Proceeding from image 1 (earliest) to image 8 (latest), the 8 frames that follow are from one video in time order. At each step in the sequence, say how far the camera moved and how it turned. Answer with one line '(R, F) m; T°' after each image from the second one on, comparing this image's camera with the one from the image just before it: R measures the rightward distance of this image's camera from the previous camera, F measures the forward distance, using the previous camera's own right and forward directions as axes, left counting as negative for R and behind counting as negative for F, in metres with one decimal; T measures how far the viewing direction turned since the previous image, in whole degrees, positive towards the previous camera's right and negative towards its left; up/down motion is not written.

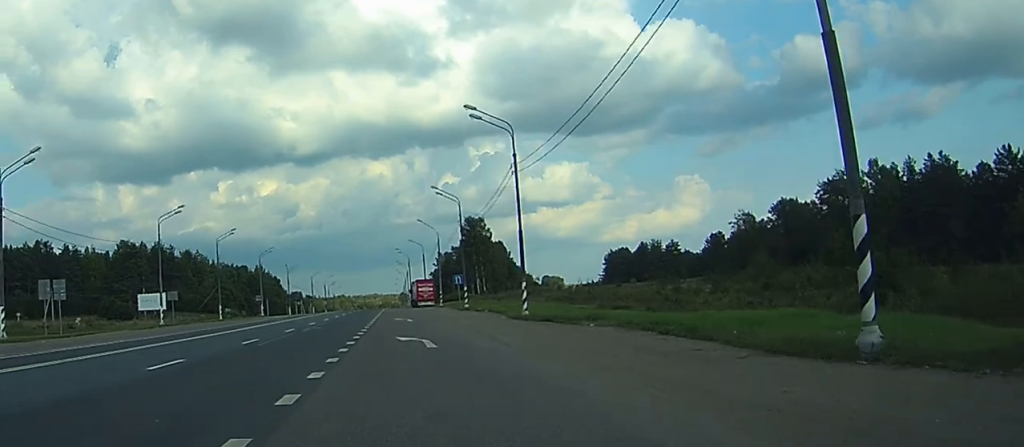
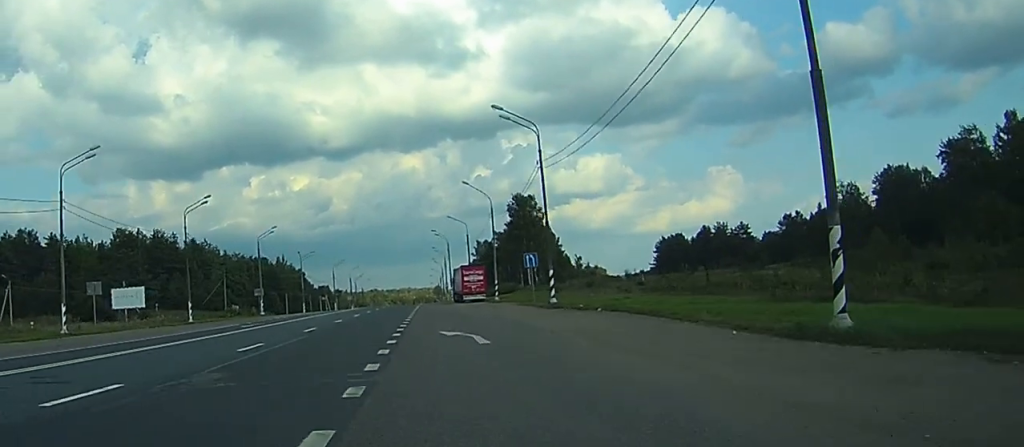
(-0.3, +32.8) m; -2°
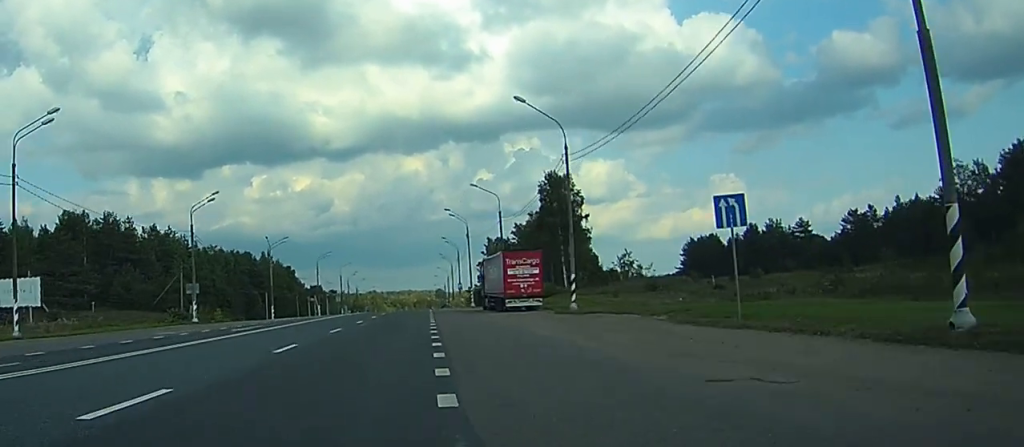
(-0.4, +38.0) m; -1°
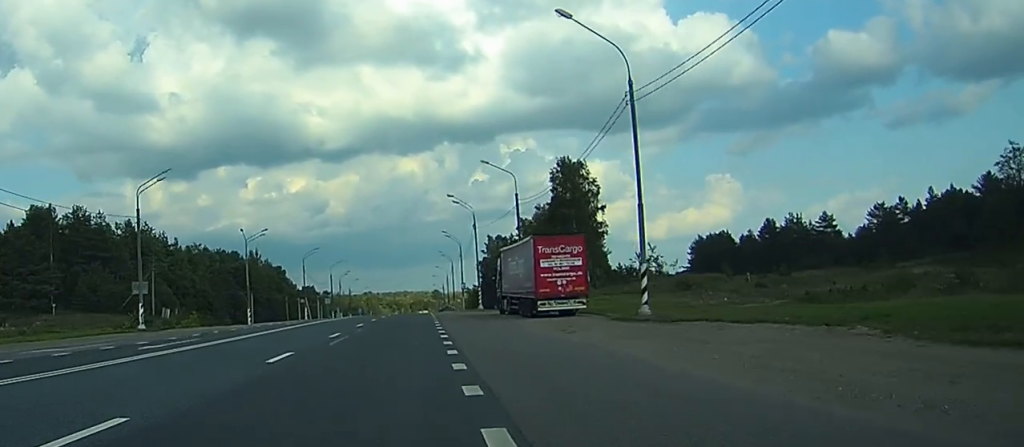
(-0.2, +15.0) m; -1°
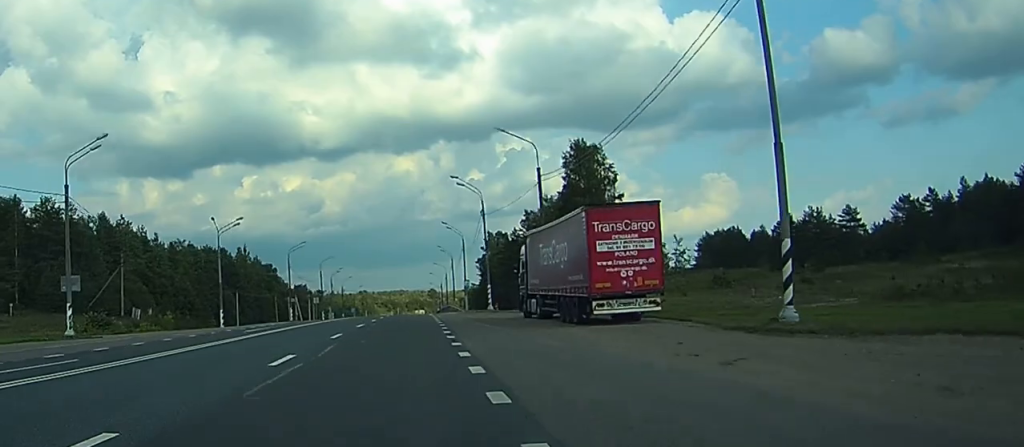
(0.0, +13.1) m; 0°
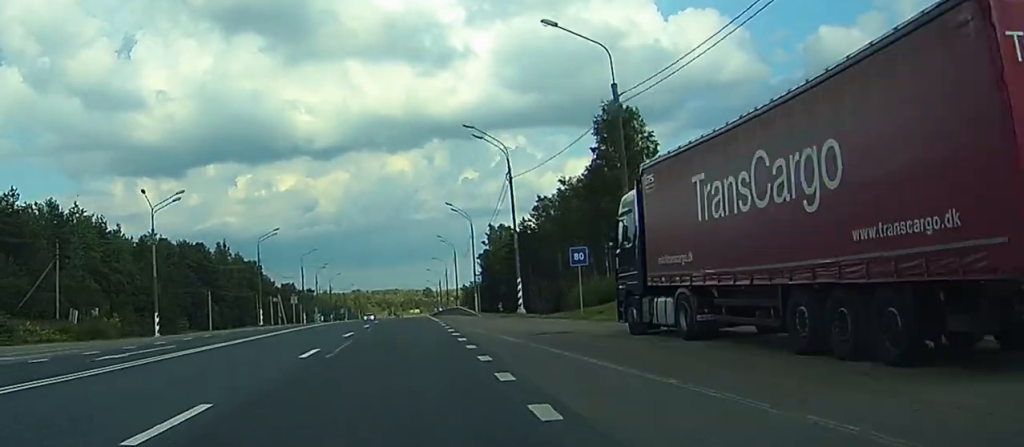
(+0.1, +21.7) m; +1°
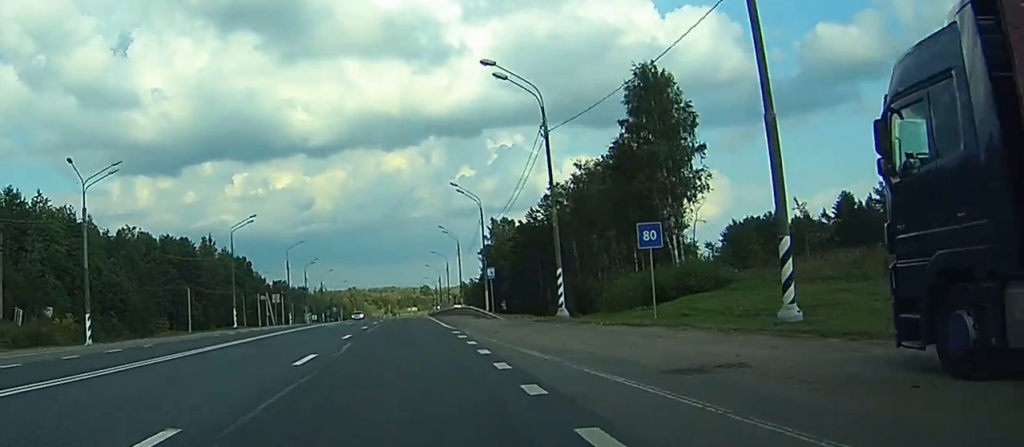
(+0.1, +14.2) m; 0°
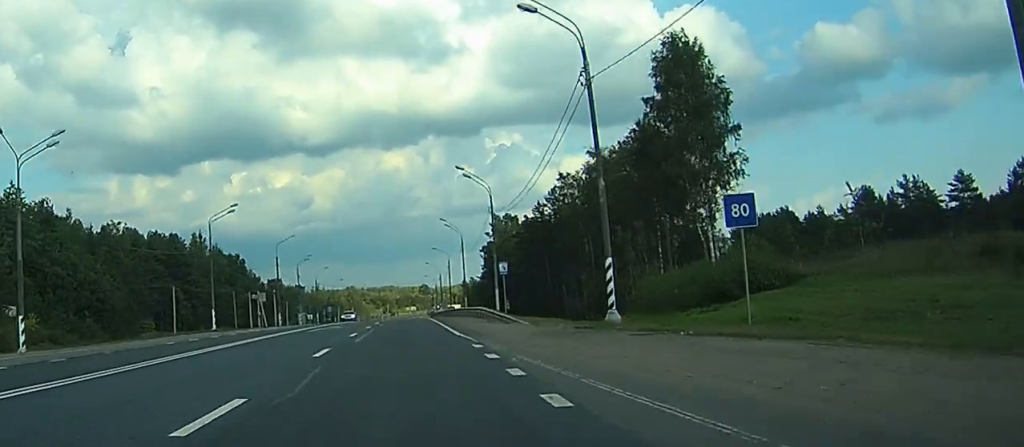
(0.0, +9.3) m; 0°
